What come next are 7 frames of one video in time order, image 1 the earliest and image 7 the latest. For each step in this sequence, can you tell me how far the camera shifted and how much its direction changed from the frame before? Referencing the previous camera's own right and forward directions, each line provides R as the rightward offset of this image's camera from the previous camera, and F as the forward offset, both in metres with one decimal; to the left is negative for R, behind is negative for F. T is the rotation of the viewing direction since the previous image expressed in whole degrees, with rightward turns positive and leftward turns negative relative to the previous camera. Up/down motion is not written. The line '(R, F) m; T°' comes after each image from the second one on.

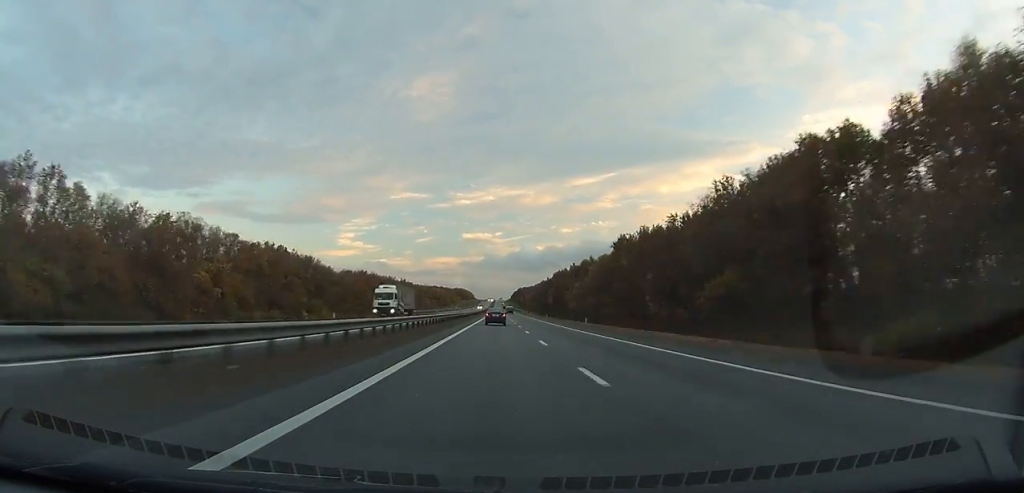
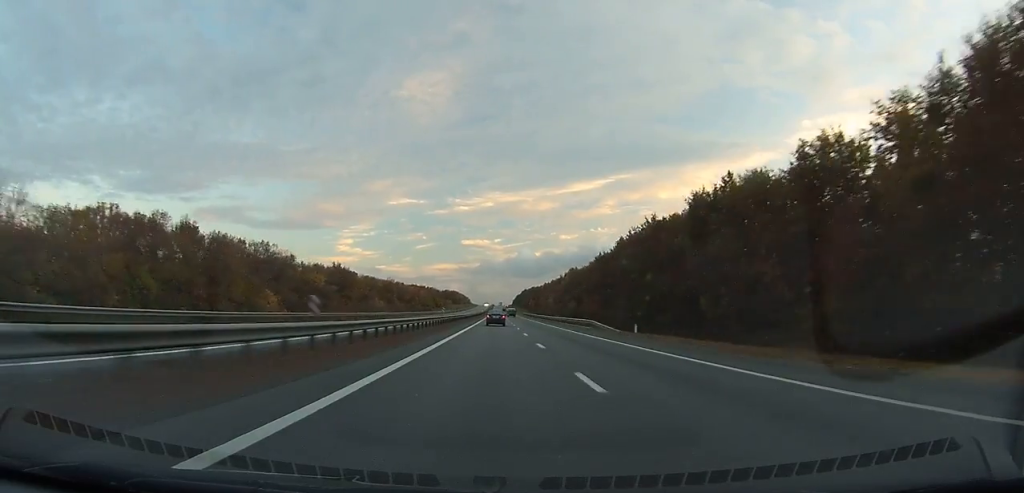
(-0.5, +157.2) m; 0°
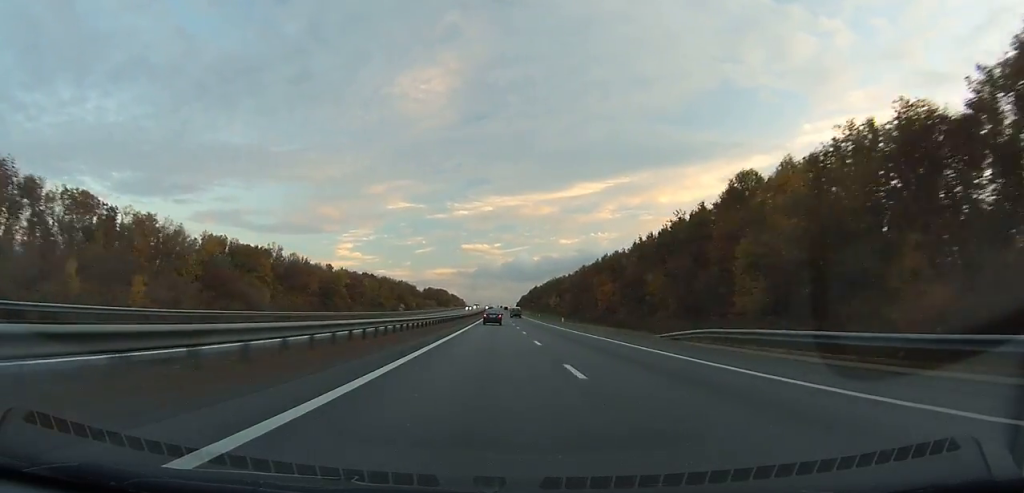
(+0.1, +166.2) m; 0°
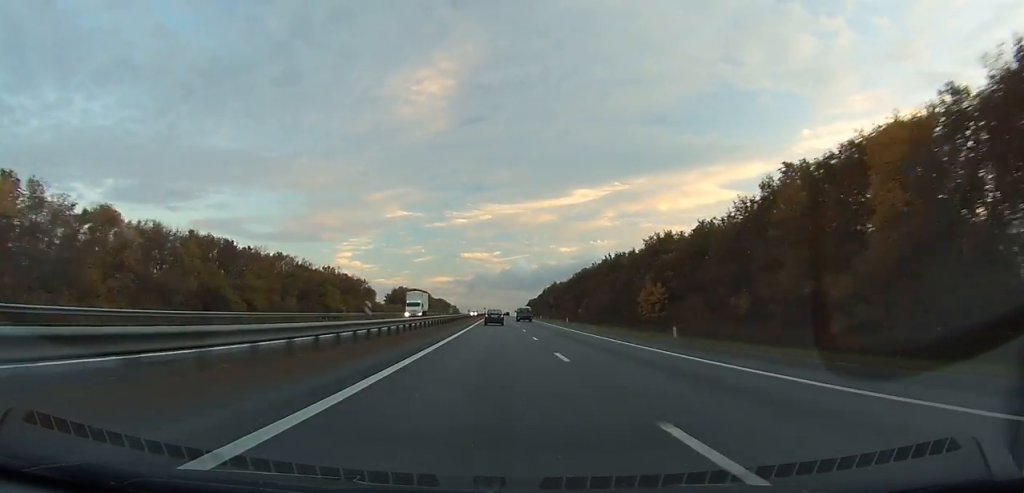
(+0.1, +149.3) m; 0°
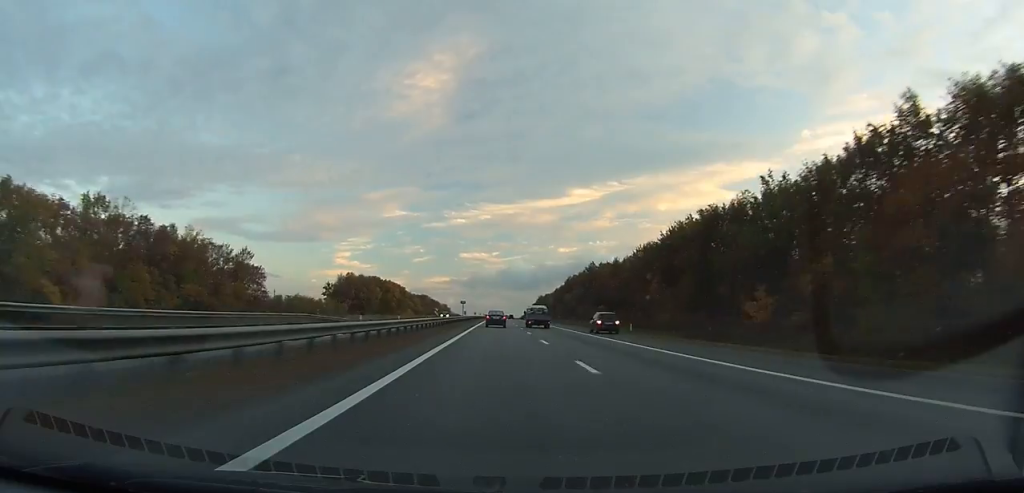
(-0.3, +124.6) m; 0°
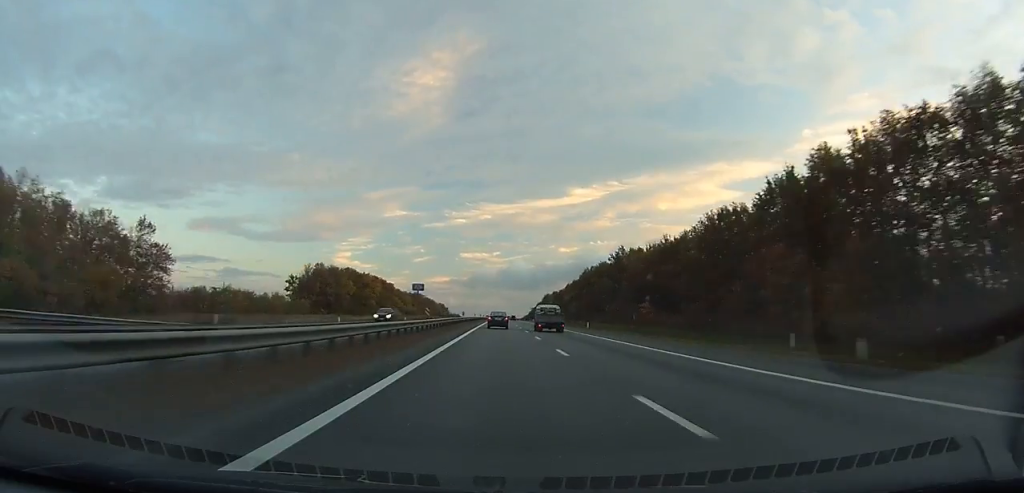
(0.0, +42.8) m; 0°
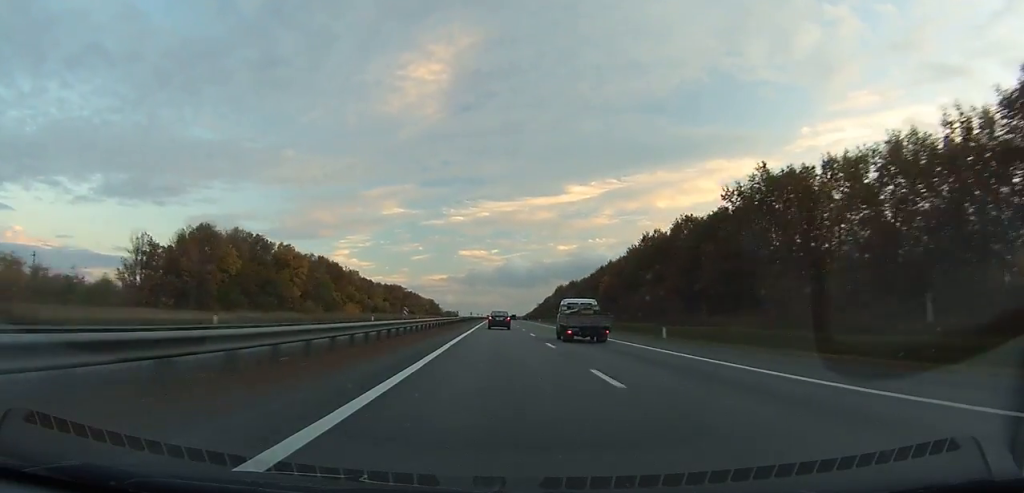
(+0.1, +79.0) m; 0°
